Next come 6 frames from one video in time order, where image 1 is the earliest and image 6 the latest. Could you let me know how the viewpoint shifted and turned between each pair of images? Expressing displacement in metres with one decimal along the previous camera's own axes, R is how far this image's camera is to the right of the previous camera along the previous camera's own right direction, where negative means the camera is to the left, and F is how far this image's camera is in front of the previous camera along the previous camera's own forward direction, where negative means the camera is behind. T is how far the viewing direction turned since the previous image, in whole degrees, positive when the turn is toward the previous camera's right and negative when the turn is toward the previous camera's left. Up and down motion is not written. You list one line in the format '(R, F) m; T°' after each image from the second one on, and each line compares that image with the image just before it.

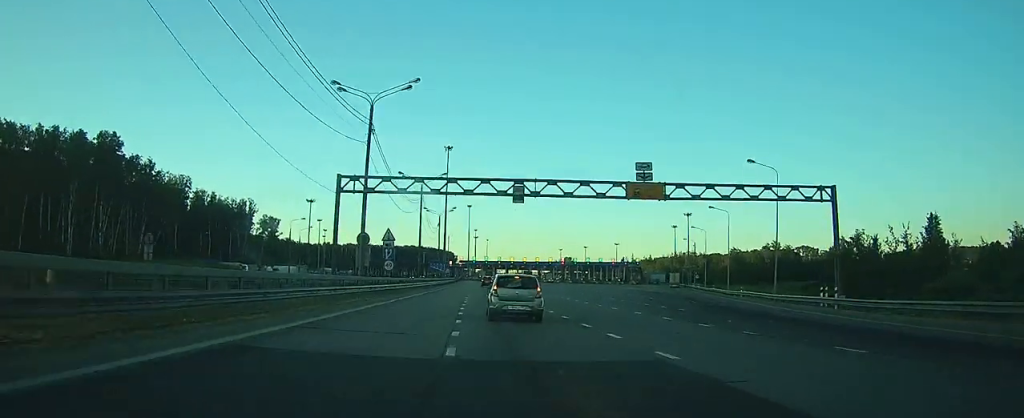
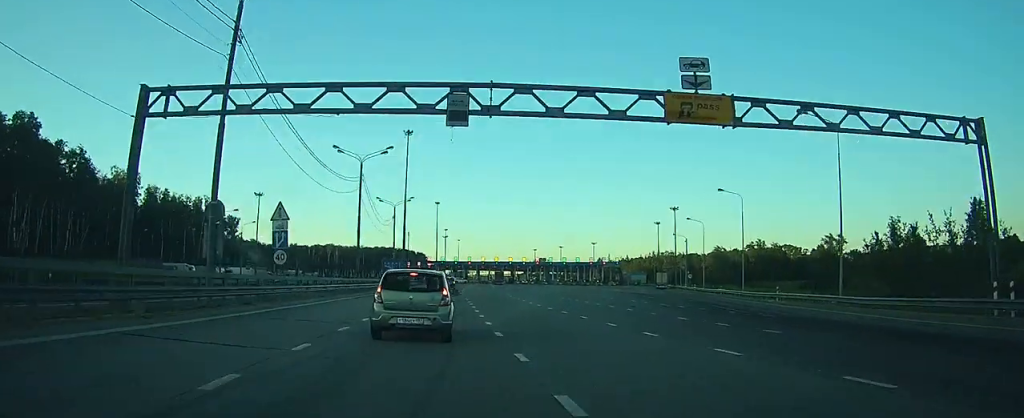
(+0.4, +16.1) m; +2°
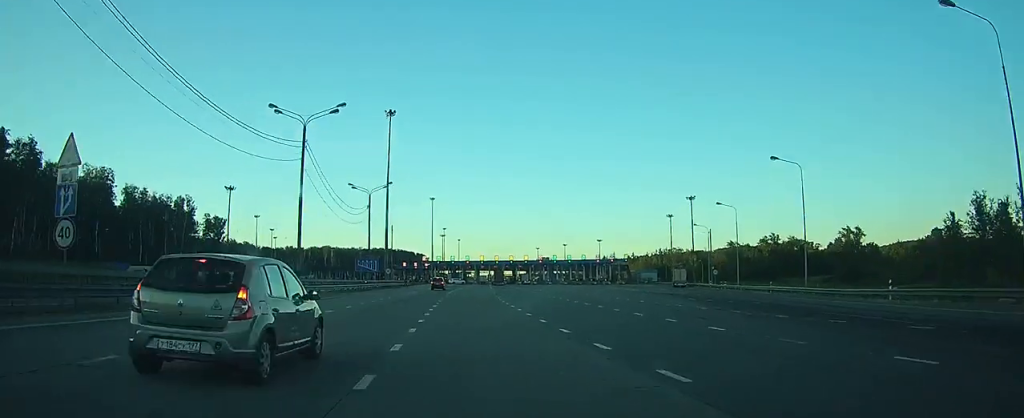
(+0.3, +16.2) m; +1°
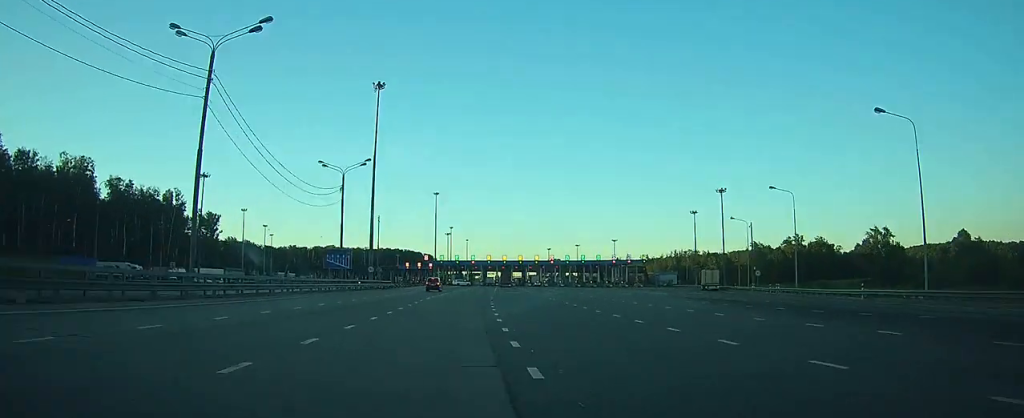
(+0.2, +16.3) m; +1°
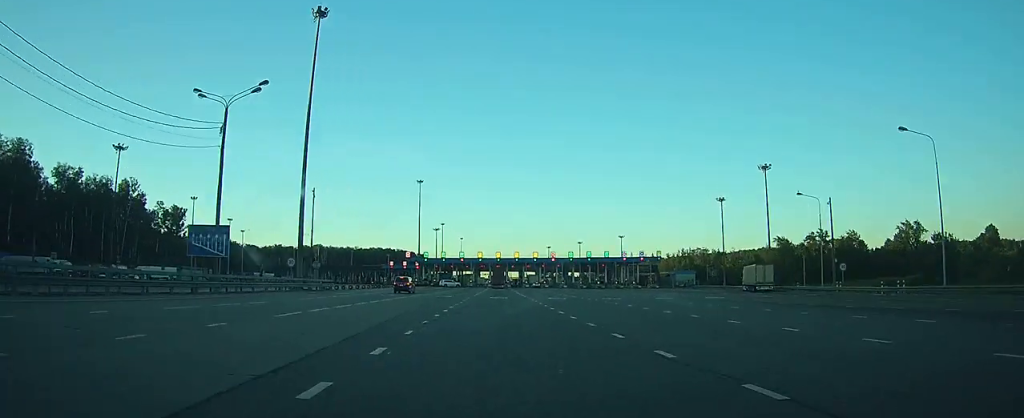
(0.0, +26.0) m; 0°
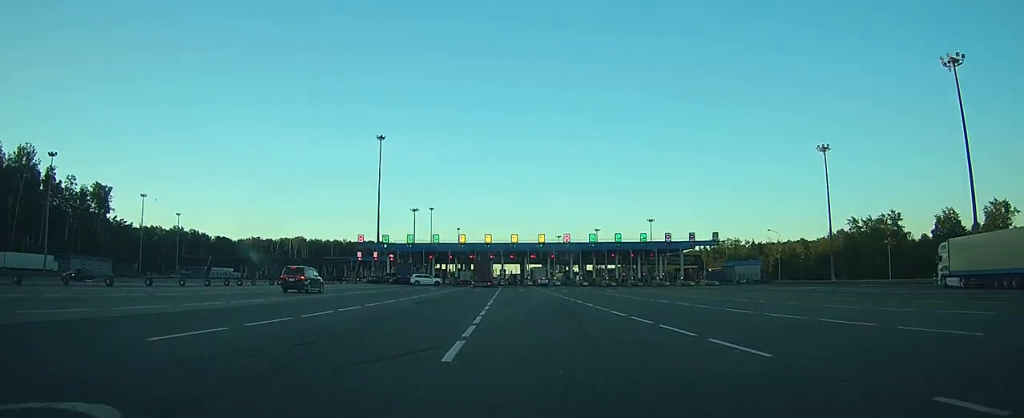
(+0.3, +50.4) m; 0°
